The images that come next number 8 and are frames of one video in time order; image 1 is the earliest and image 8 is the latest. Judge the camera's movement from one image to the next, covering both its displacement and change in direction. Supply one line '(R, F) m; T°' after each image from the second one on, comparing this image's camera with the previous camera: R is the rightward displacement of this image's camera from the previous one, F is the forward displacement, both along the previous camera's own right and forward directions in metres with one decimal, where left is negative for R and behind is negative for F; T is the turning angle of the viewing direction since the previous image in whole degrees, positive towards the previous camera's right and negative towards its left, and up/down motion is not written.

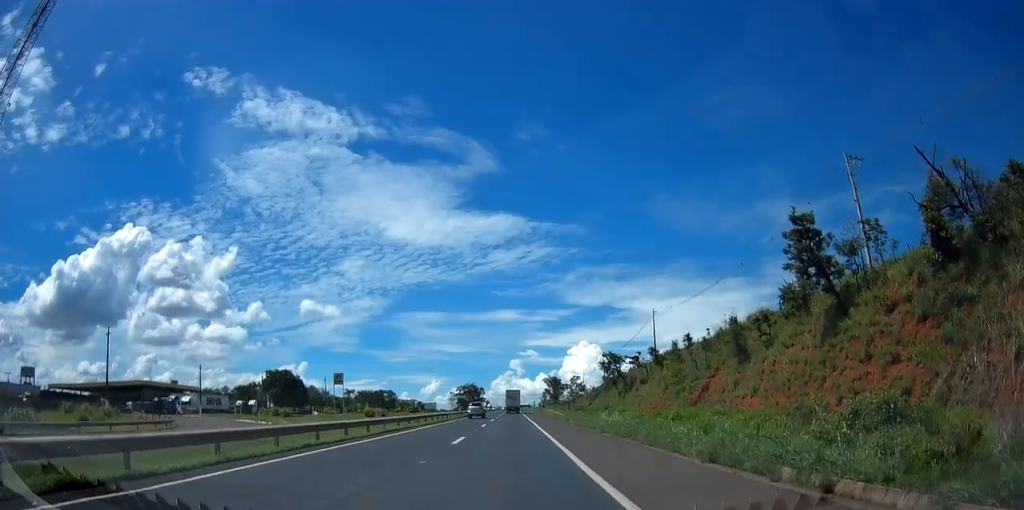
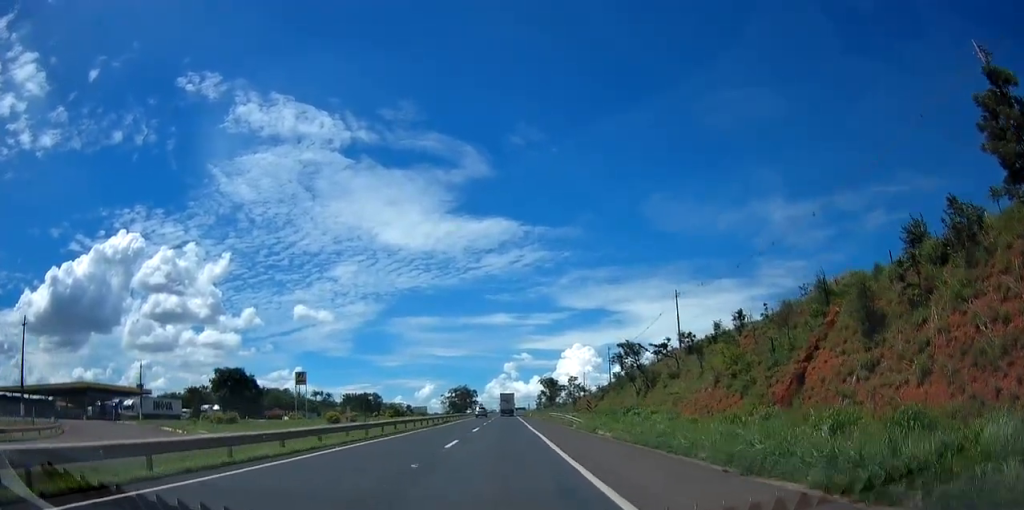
(+0.1, +19.2) m; 0°
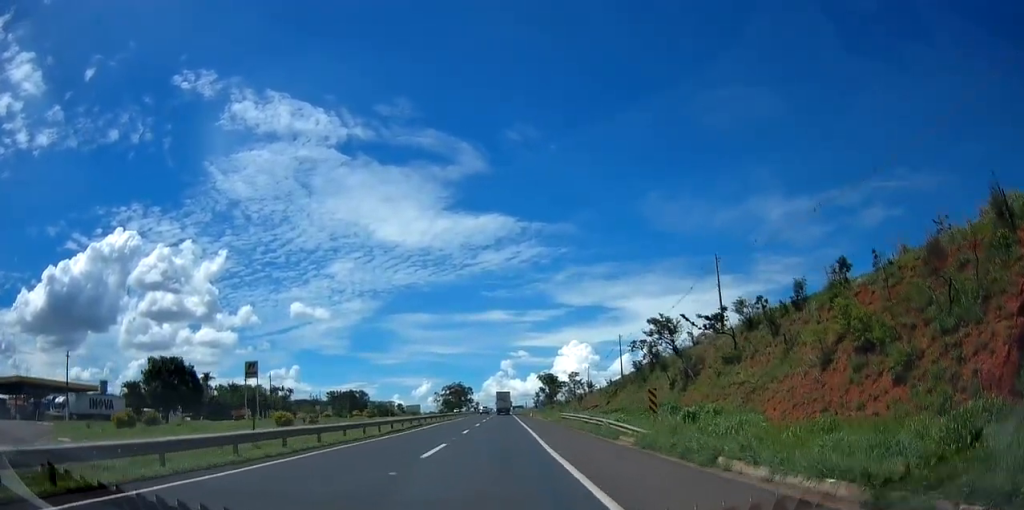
(-0.3, +19.3) m; -1°
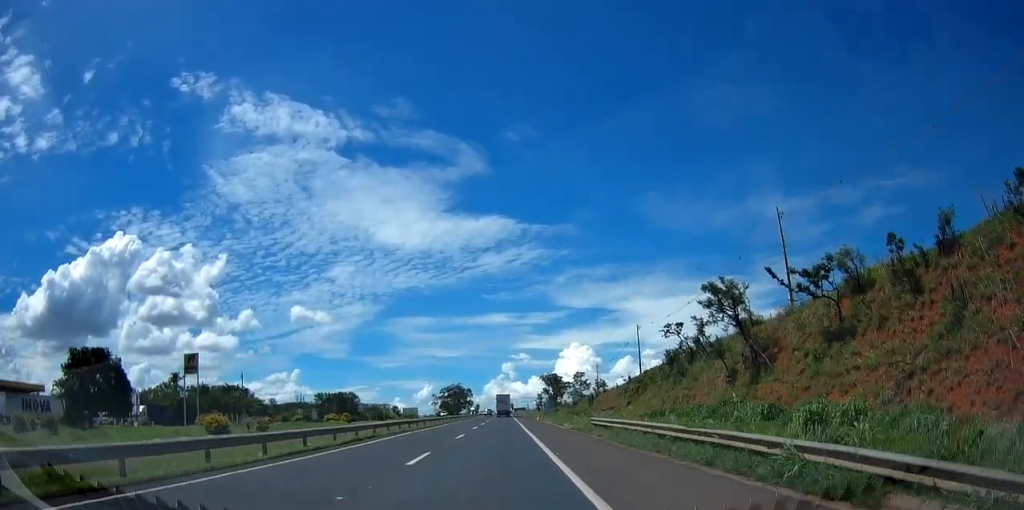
(+0.1, +17.5) m; +1°
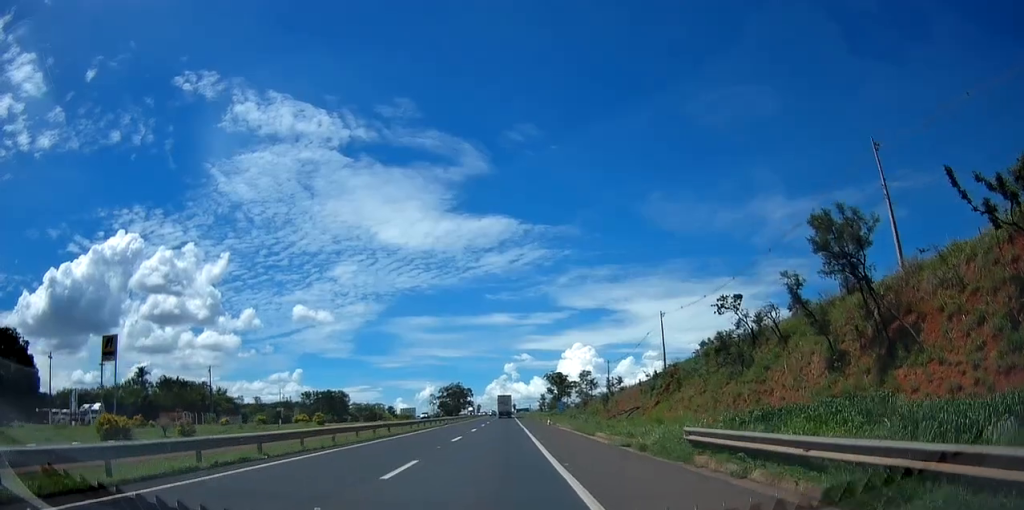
(+0.2, +16.5) m; -1°
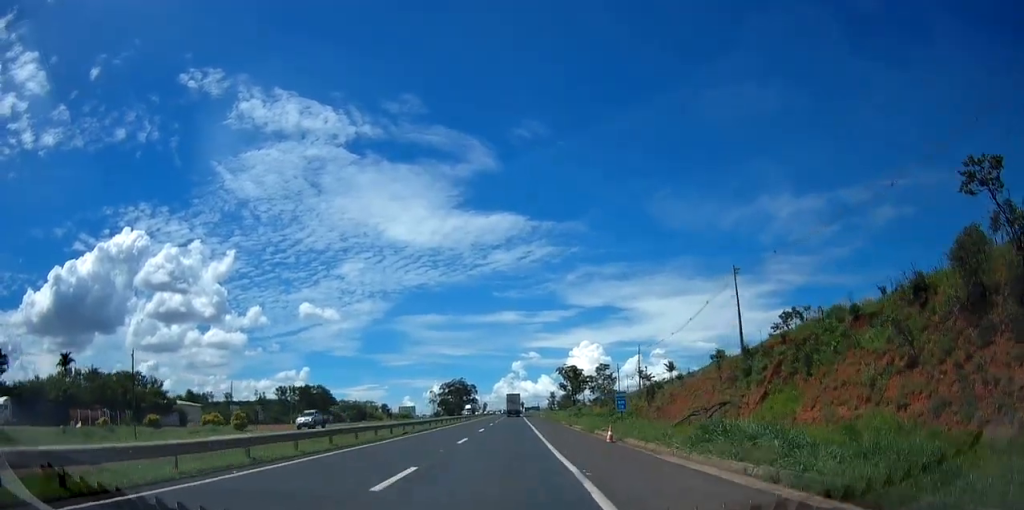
(-0.1, +30.3) m; +1°
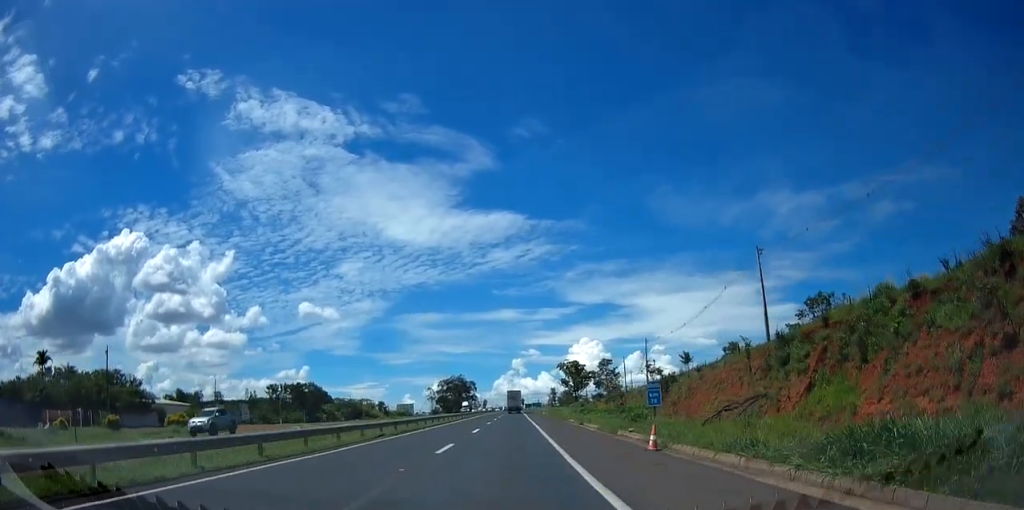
(0.0, +7.3) m; 0°
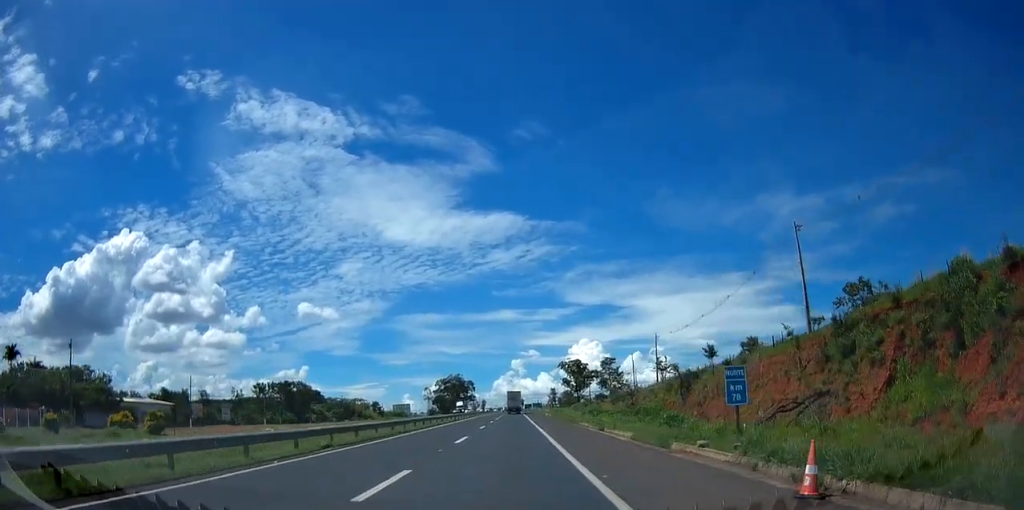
(0.0, +9.3) m; 0°
